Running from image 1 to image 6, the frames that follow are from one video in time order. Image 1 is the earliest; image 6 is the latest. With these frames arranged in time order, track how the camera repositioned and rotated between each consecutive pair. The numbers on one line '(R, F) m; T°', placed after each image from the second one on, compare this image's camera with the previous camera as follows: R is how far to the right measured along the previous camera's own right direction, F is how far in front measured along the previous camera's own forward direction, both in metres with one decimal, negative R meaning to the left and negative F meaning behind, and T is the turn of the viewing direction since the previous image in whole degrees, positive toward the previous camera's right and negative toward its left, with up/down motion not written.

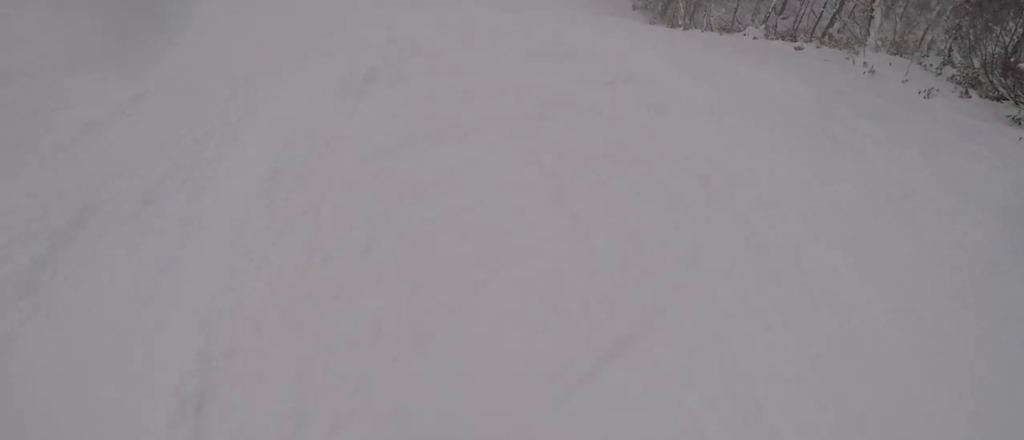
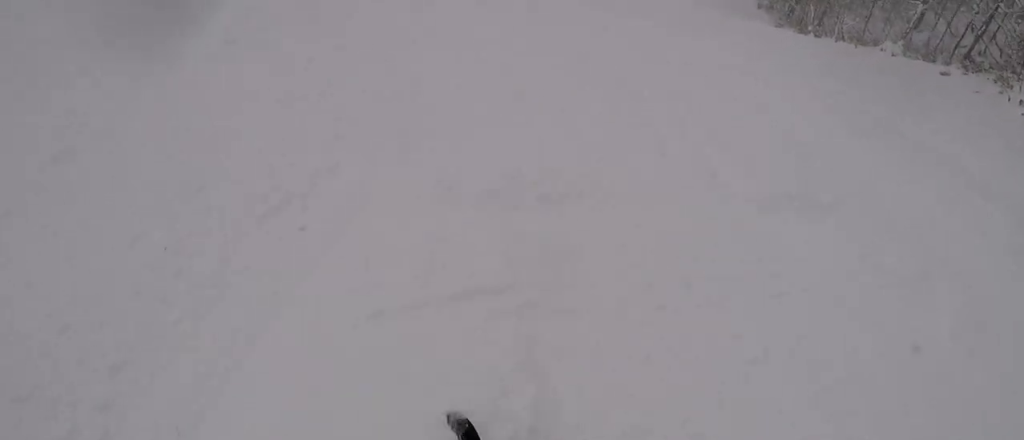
(-0.6, +3.0) m; -12°
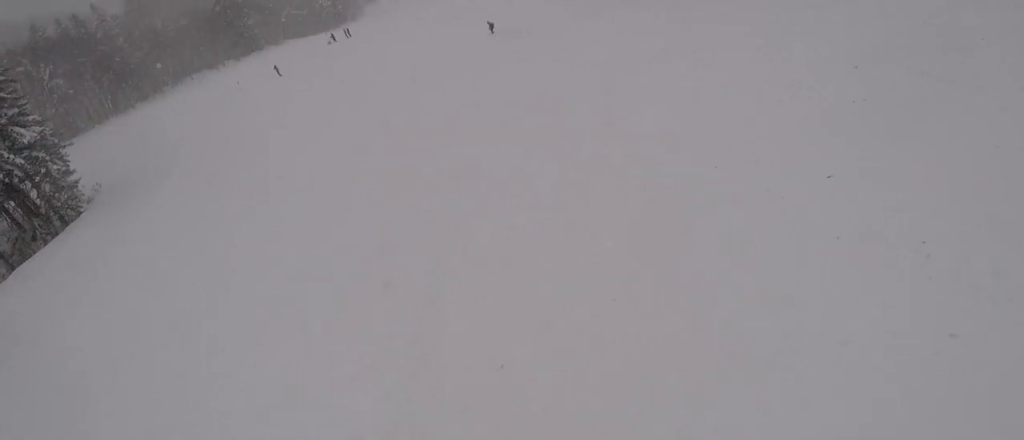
(-2.4, +14.6) m; +10°
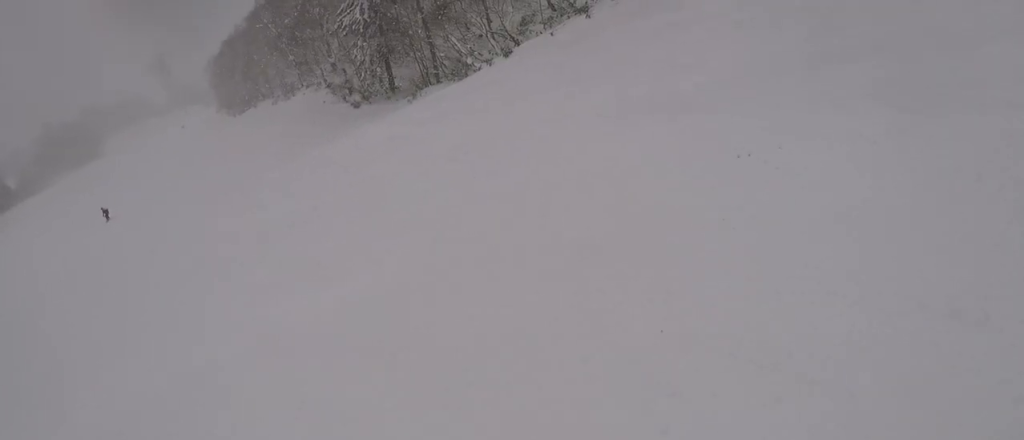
(+4.6, +9.5) m; +37°
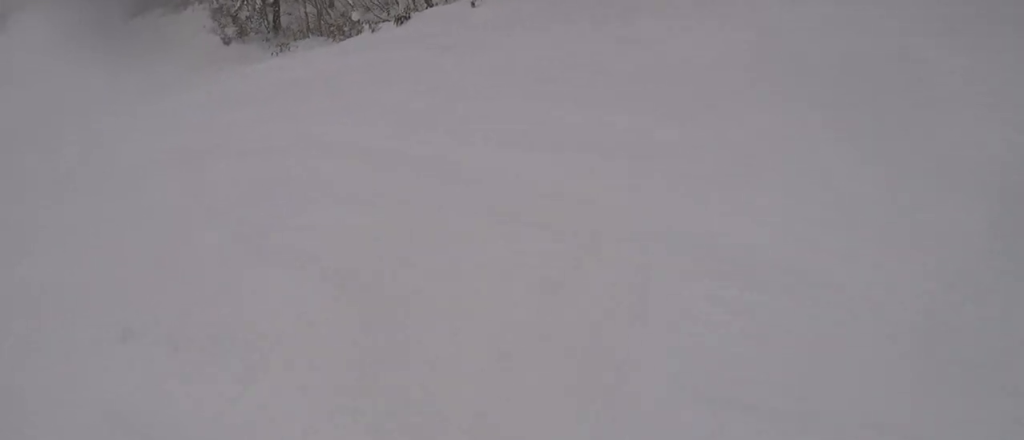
(+3.8, +13.0) m; +12°
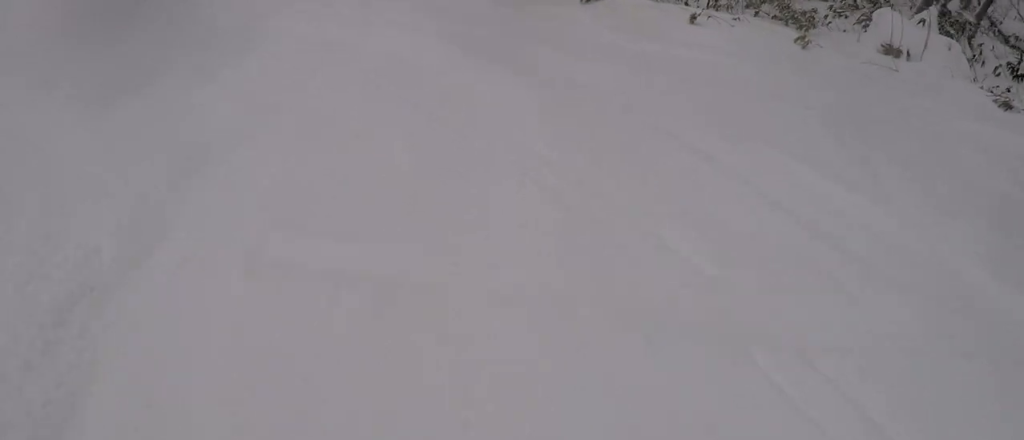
(-1.9, +7.3) m; -28°
